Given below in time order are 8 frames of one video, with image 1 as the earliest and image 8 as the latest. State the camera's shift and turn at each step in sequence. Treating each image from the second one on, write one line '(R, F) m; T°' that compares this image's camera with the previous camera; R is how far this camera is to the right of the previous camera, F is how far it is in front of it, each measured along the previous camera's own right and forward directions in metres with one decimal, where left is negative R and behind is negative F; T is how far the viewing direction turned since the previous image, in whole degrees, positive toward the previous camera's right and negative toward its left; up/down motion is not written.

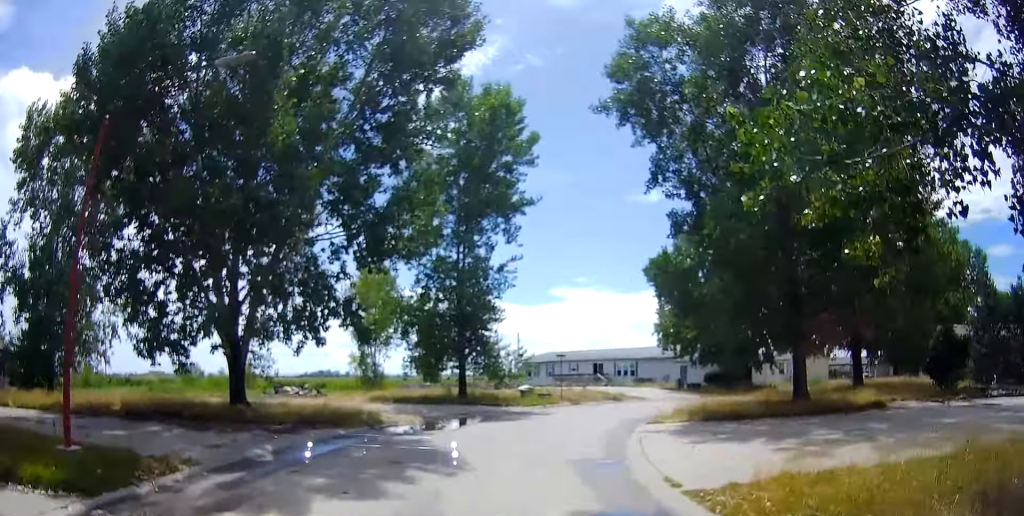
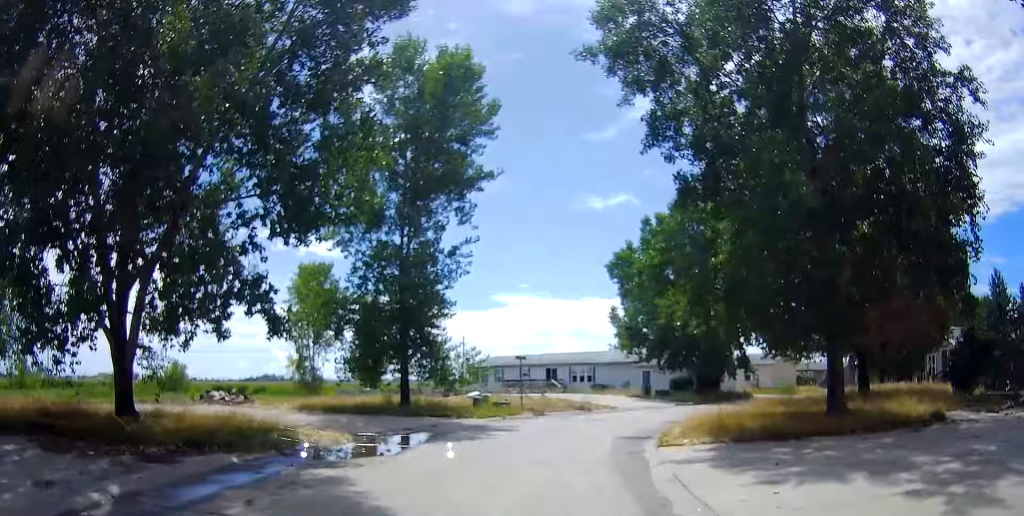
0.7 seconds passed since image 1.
(+0.5, +4.9) m; +7°
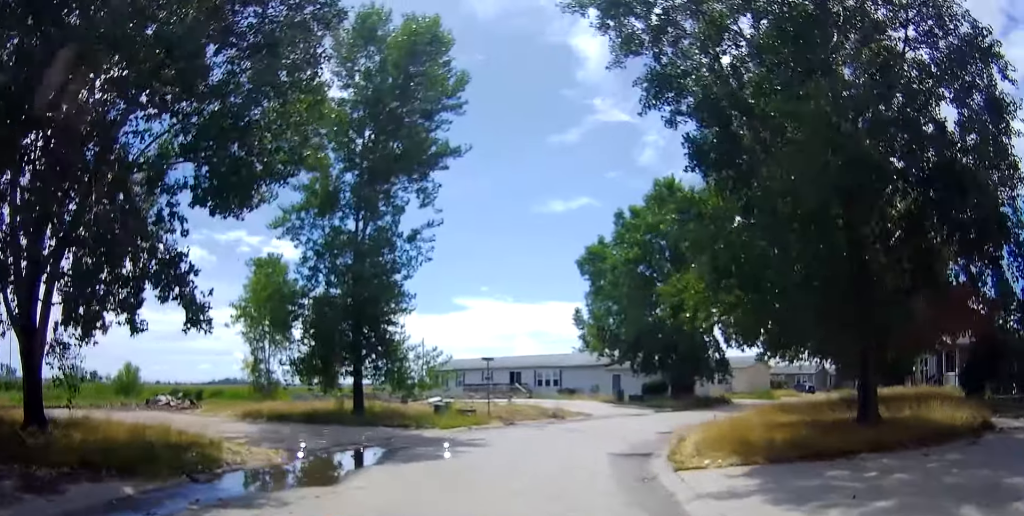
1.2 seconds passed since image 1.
(+0.1, +3.0) m; +4°
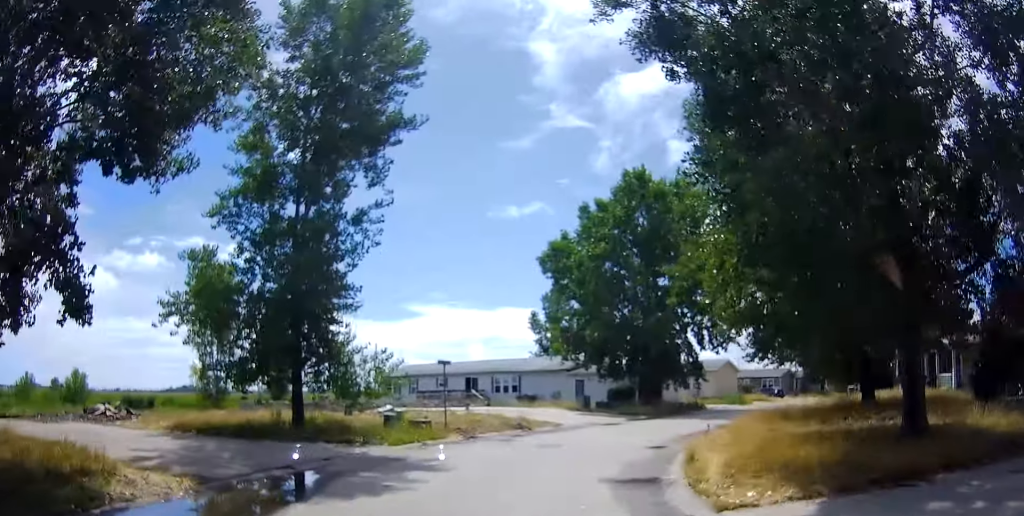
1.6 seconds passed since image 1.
(+0.1, +3.1) m; +5°
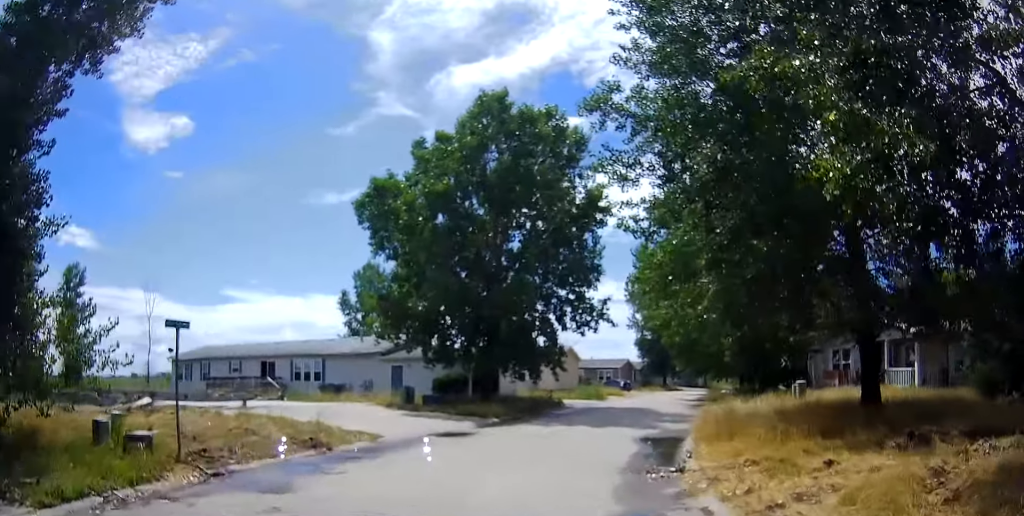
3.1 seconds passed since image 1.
(+1.4, +9.8) m; +19°
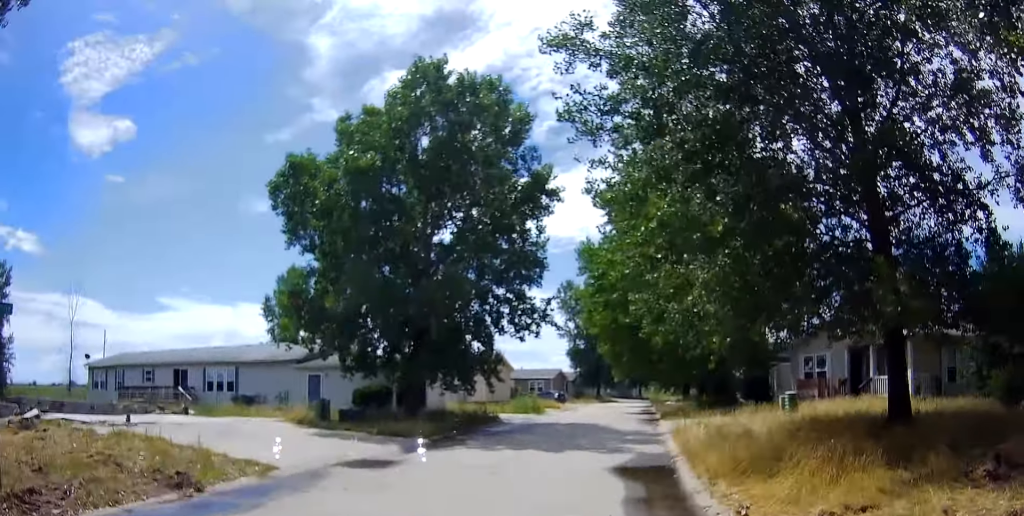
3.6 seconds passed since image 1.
(+0.4, +3.8) m; +7°
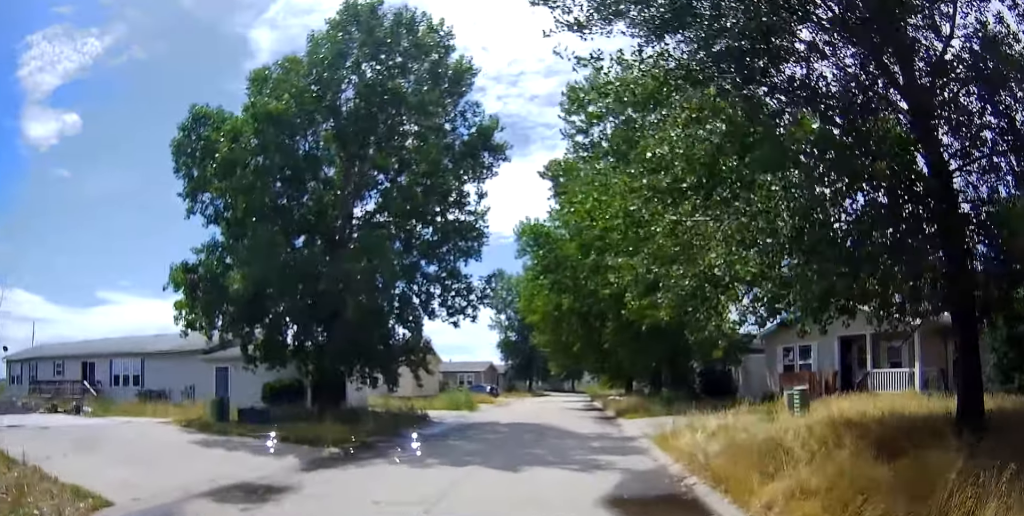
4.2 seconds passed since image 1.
(+0.2, +4.2) m; +7°
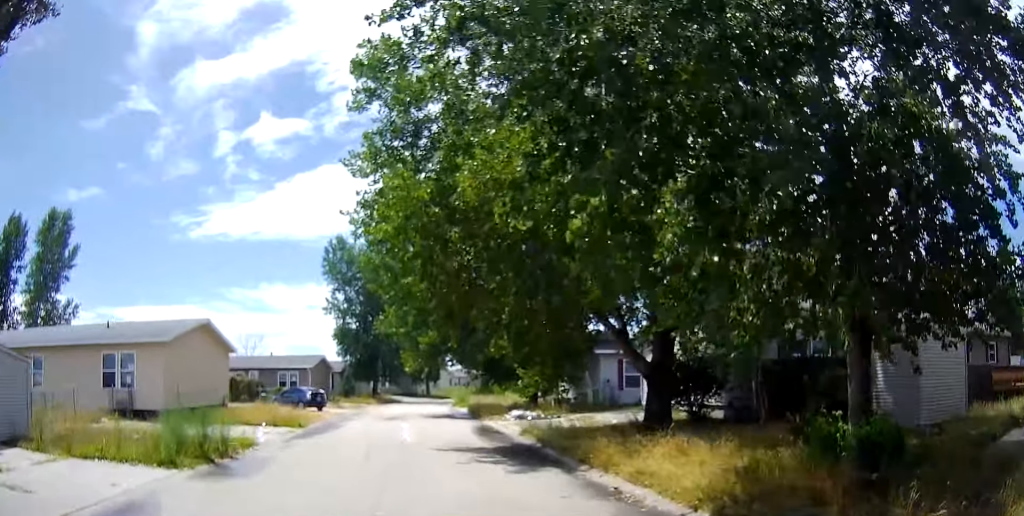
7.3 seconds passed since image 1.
(+3.6, +20.6) m; +15°
